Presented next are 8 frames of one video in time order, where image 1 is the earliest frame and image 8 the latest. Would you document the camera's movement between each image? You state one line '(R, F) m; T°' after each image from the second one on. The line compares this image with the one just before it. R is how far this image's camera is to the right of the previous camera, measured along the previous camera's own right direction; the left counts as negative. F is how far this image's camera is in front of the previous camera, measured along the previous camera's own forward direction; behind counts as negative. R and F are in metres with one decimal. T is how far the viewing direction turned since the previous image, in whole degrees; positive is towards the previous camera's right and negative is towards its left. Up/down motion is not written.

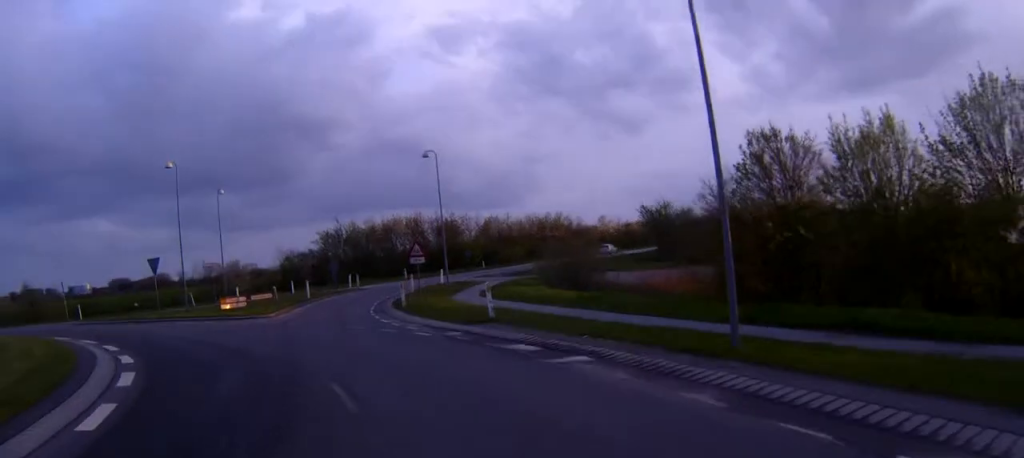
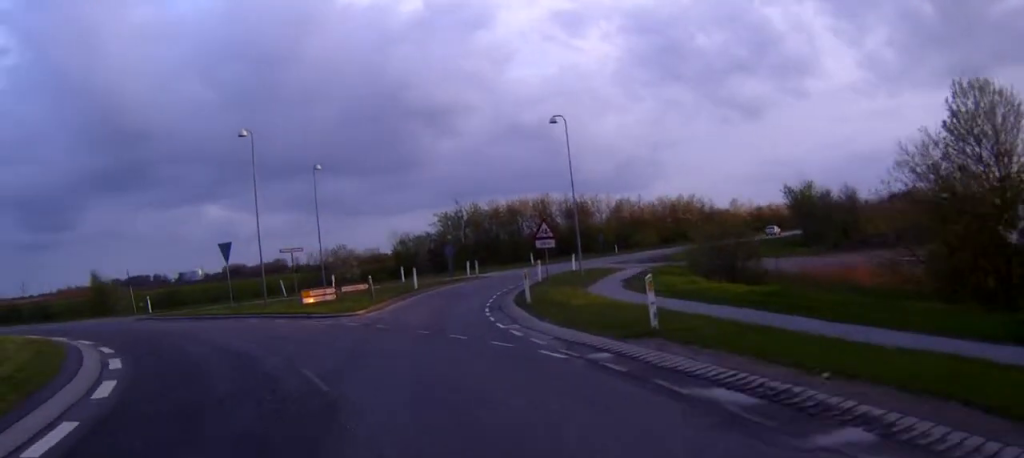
(-0.5, +6.2) m; -9°
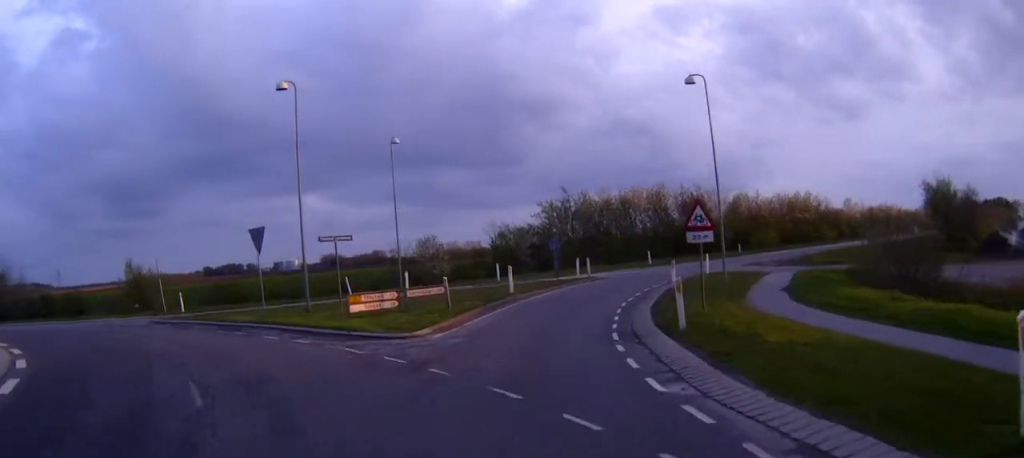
(-0.8, +8.3) m; -8°
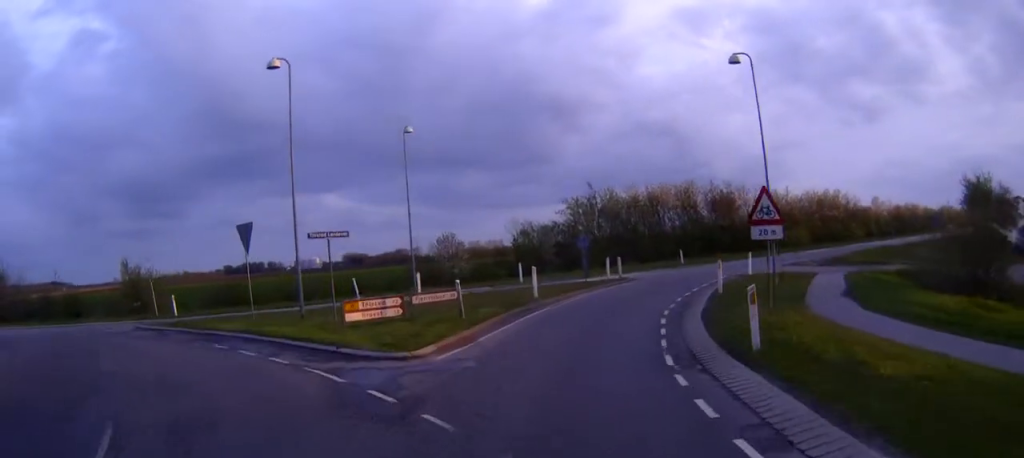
(-0.1, +3.3) m; -1°
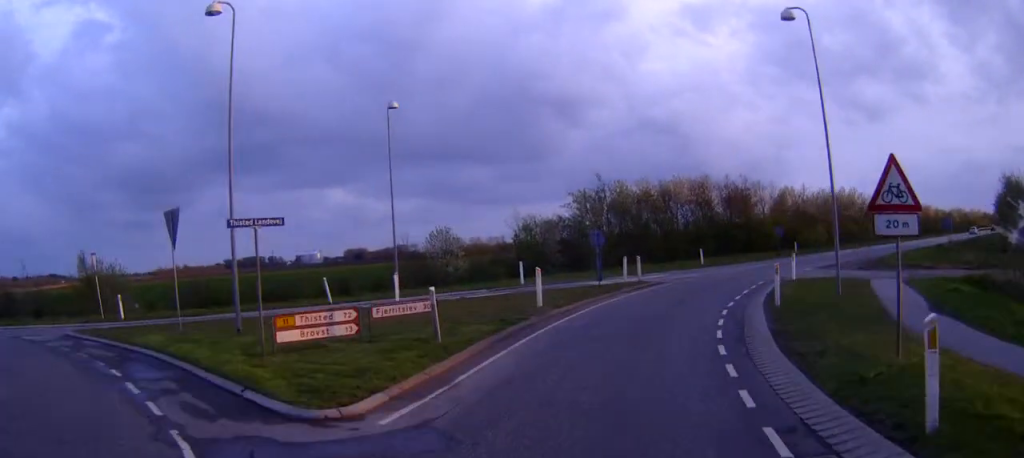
(-0.1, +5.4) m; 0°
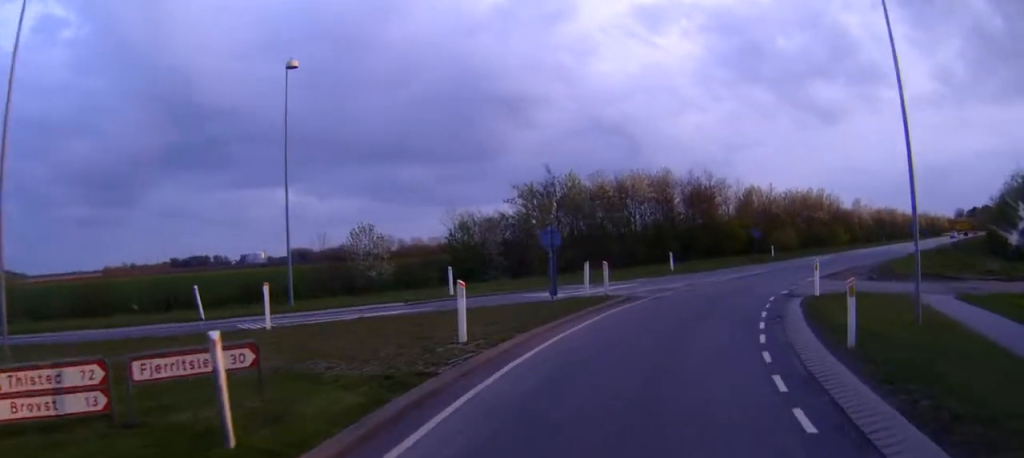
(0.0, +7.3) m; +4°
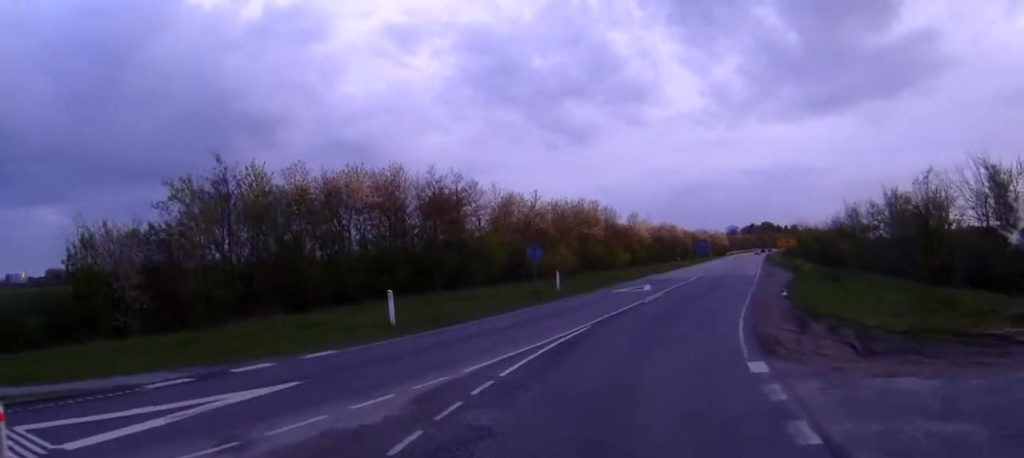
(+3.1, +17.7) m; +22°
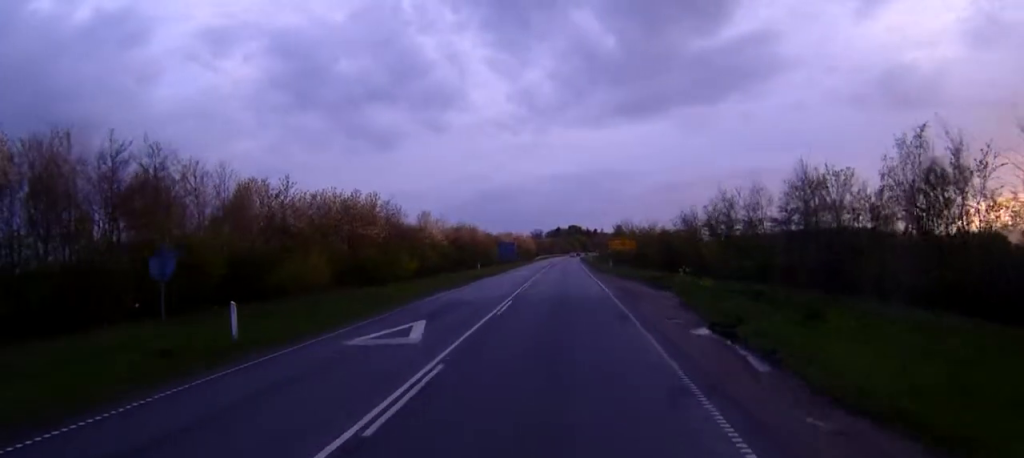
(+2.6, +17.9) m; +13°
